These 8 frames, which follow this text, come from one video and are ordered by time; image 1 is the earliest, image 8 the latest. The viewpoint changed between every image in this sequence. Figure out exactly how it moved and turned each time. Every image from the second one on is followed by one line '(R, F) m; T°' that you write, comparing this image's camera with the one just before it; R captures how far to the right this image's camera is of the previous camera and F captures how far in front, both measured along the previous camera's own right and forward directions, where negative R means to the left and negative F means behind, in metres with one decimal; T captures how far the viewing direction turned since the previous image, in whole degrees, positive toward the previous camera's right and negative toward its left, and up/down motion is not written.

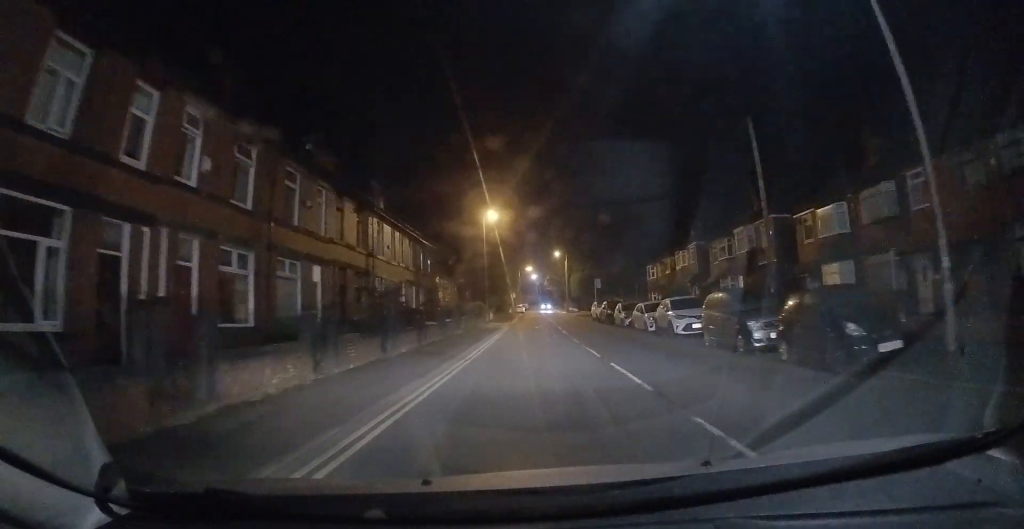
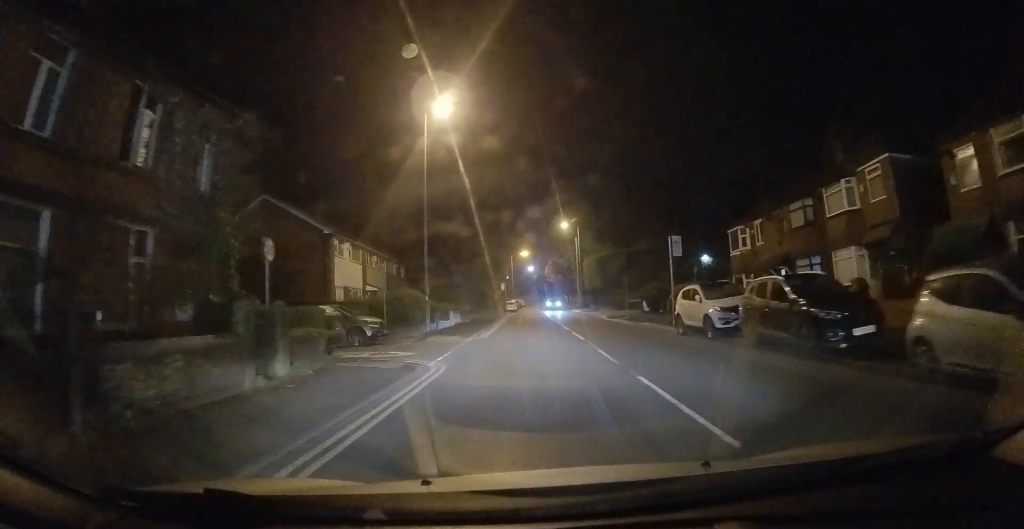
(+0.4, +25.4) m; +1°
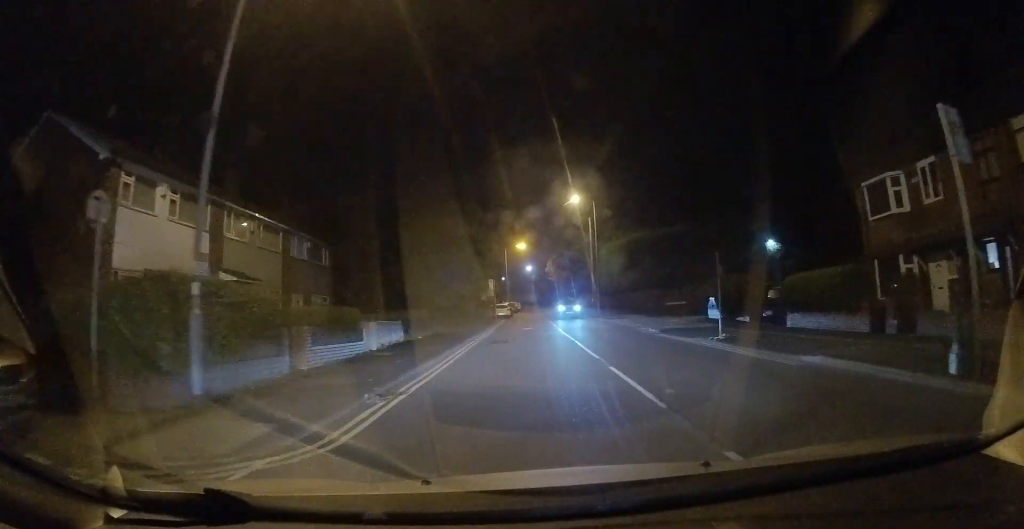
(+0.4, +18.0) m; +3°
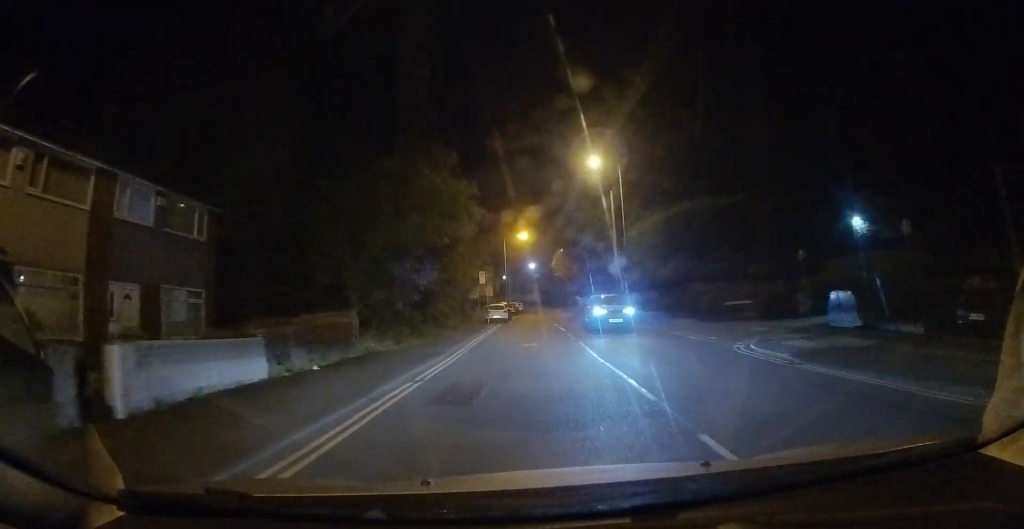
(+0.2, +12.4) m; +1°
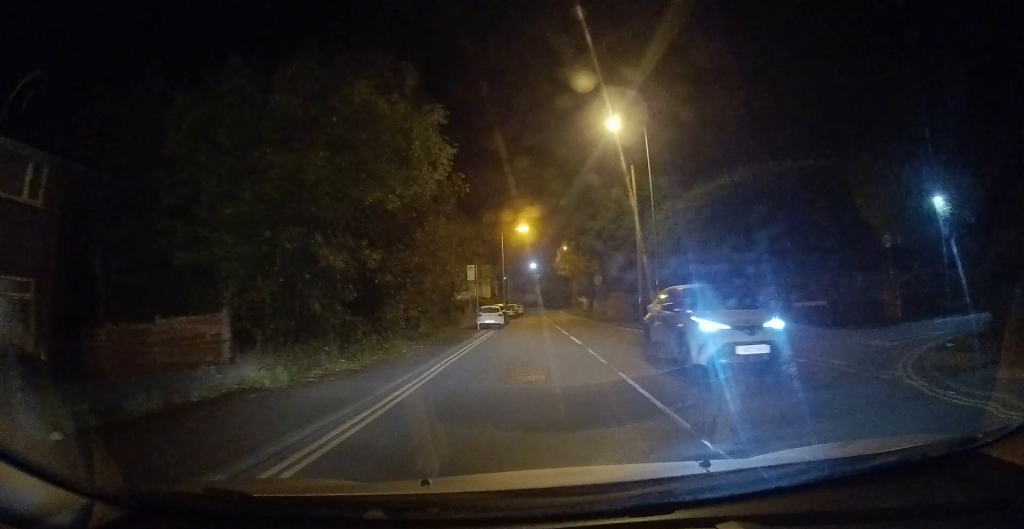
(0.0, +7.6) m; 0°
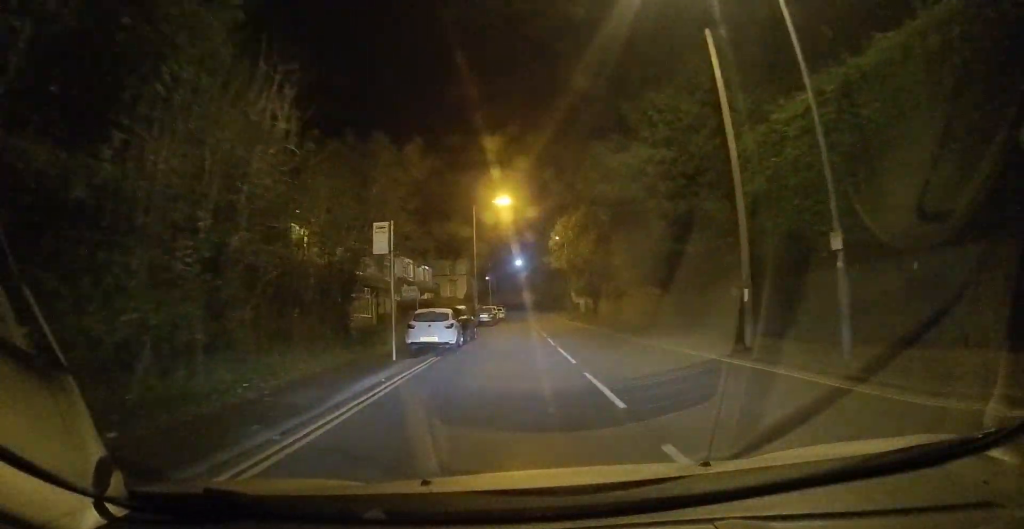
(0.0, +16.1) m; 0°
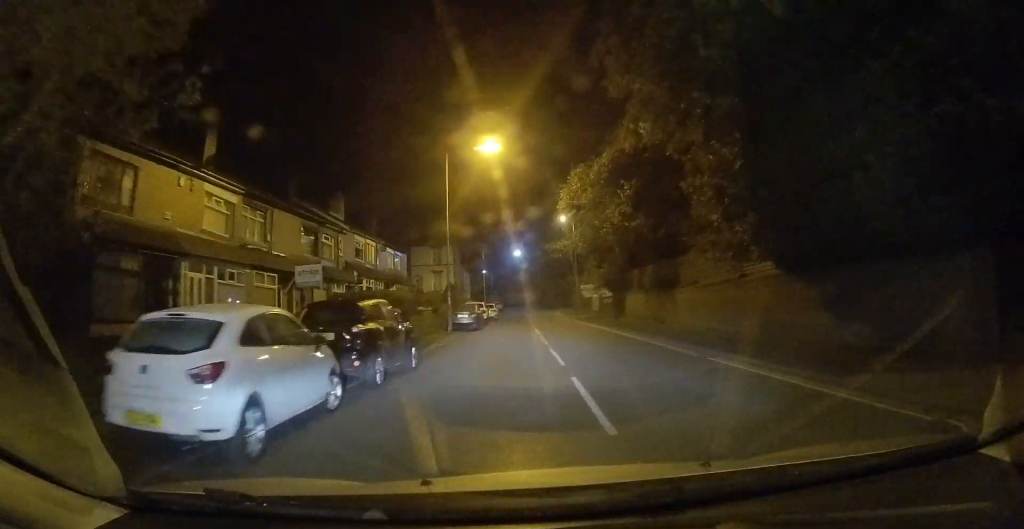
(0.0, +13.9) m; 0°
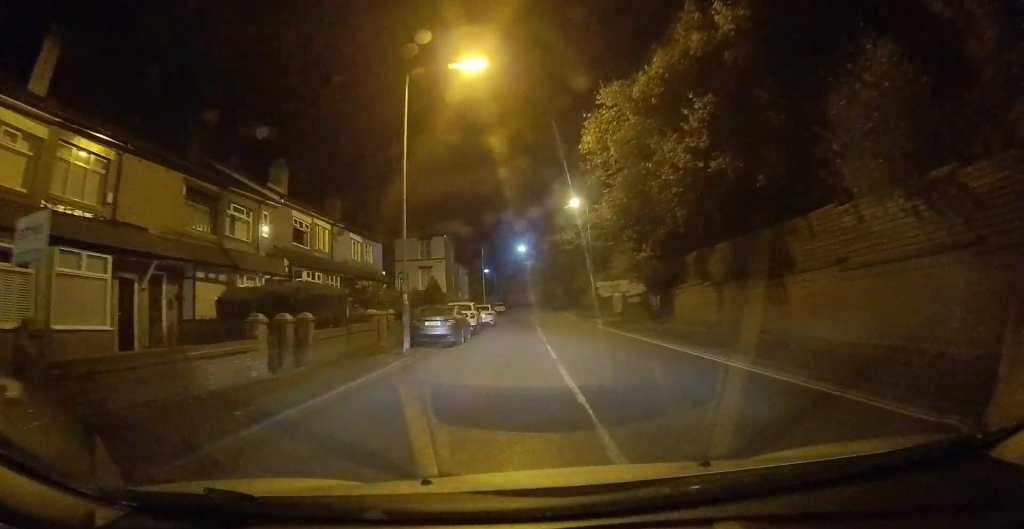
(-0.1, +10.9) m; 0°
